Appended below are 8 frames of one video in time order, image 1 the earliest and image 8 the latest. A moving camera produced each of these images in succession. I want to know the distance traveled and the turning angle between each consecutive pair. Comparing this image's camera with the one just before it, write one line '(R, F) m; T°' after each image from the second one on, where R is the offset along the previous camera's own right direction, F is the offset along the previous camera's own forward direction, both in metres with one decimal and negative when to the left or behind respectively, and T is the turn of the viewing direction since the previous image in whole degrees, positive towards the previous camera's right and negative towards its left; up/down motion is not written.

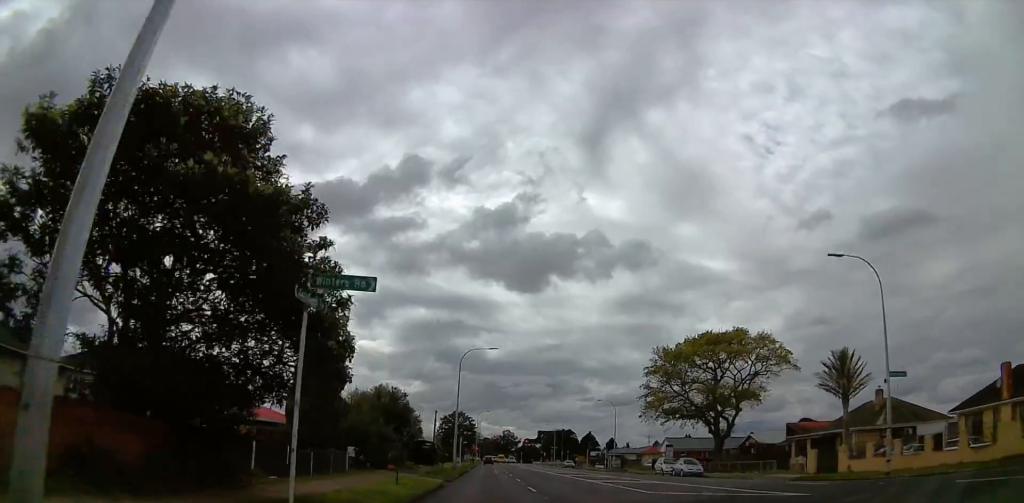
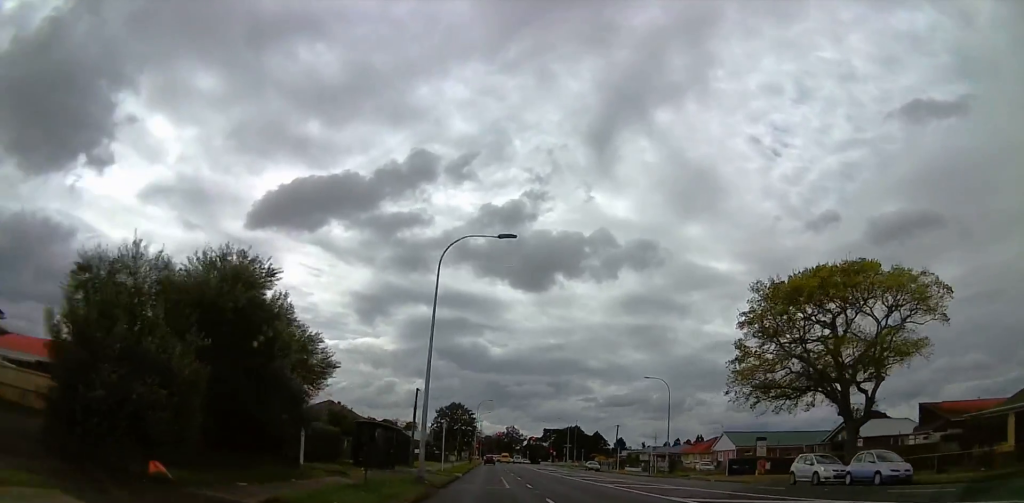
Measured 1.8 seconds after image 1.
(+0.1, +26.7) m; 0°
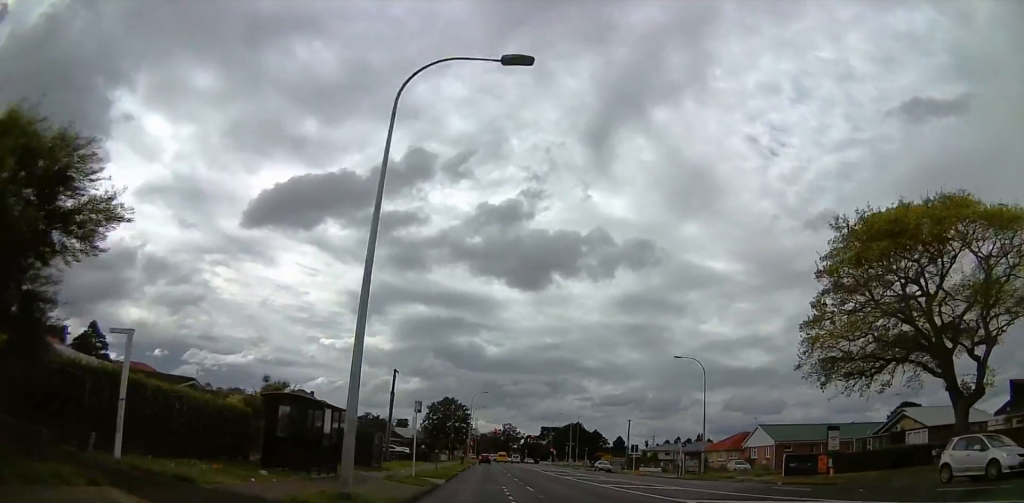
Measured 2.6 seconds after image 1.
(0.0, +12.9) m; 0°
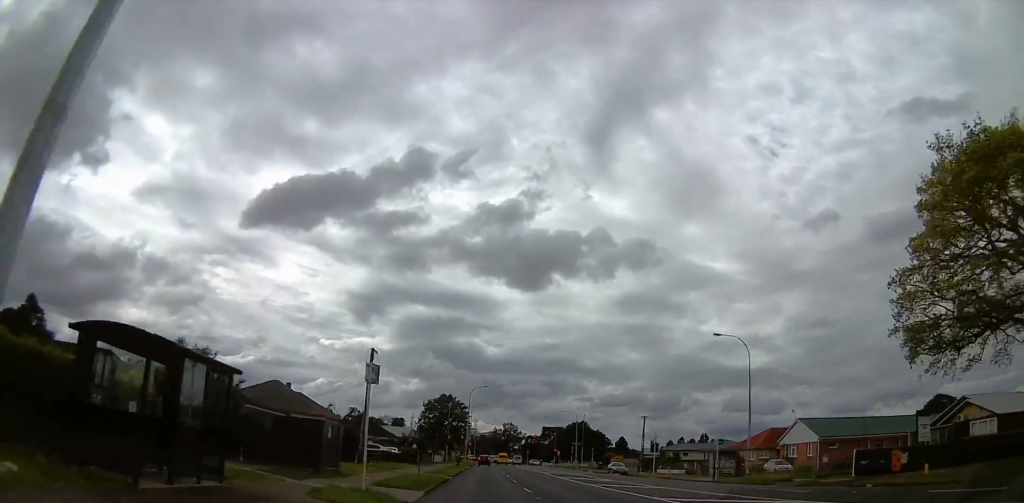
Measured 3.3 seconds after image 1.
(0.0, +10.2) m; 0°
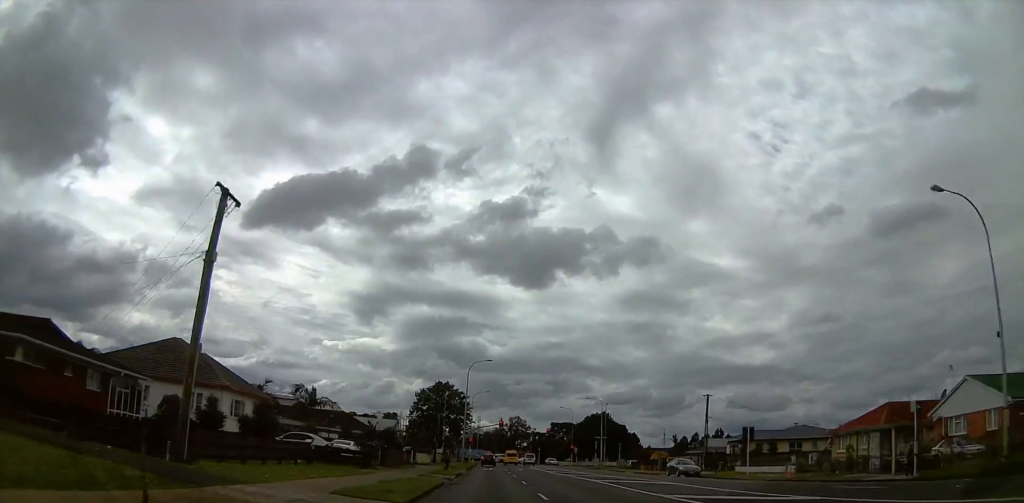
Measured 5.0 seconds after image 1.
(-0.1, +24.5) m; -1°
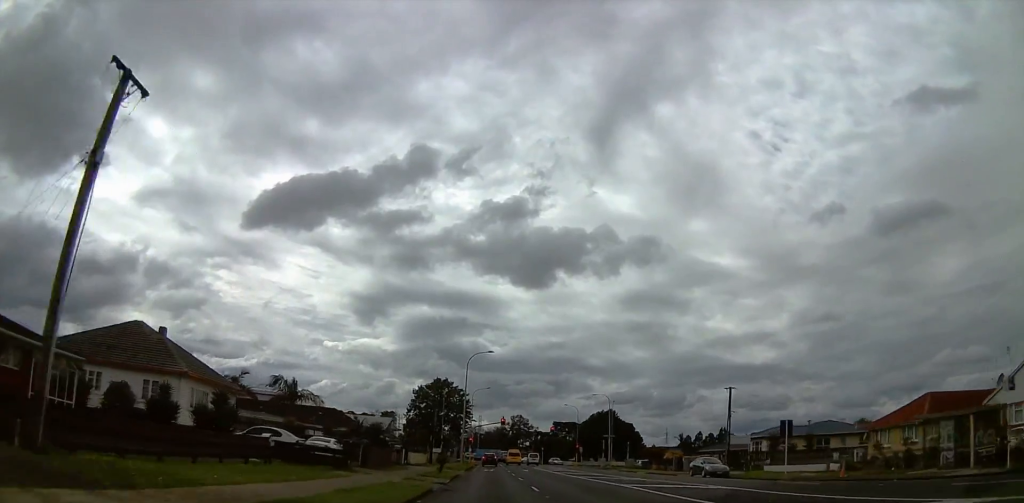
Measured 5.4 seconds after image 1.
(+0.1, +6.0) m; -1°
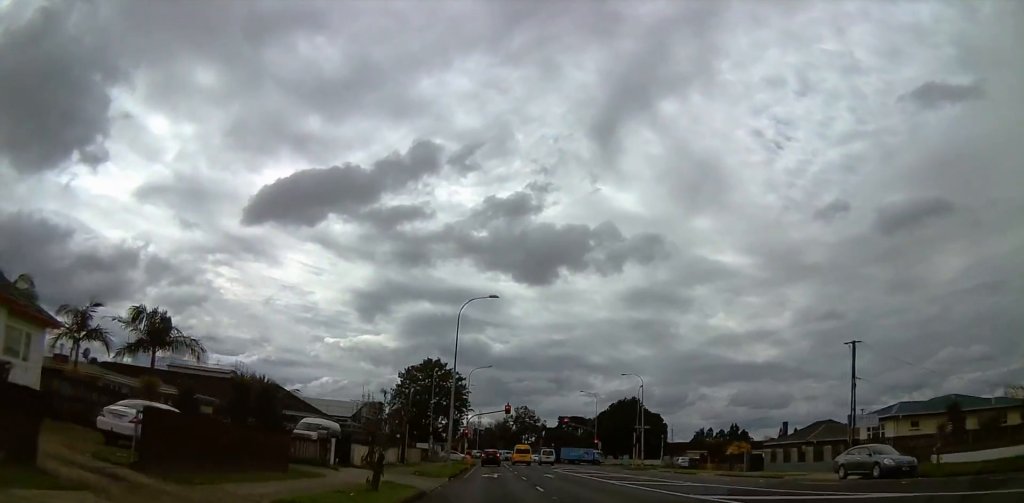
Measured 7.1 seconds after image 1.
(-0.5, +21.3) m; -1°
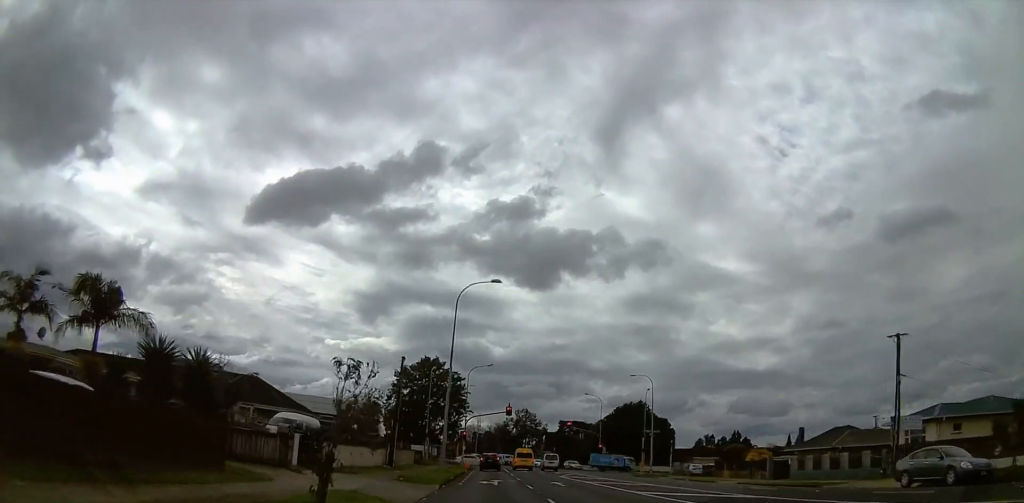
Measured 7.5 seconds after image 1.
(-0.1, +5.0) m; +1°
